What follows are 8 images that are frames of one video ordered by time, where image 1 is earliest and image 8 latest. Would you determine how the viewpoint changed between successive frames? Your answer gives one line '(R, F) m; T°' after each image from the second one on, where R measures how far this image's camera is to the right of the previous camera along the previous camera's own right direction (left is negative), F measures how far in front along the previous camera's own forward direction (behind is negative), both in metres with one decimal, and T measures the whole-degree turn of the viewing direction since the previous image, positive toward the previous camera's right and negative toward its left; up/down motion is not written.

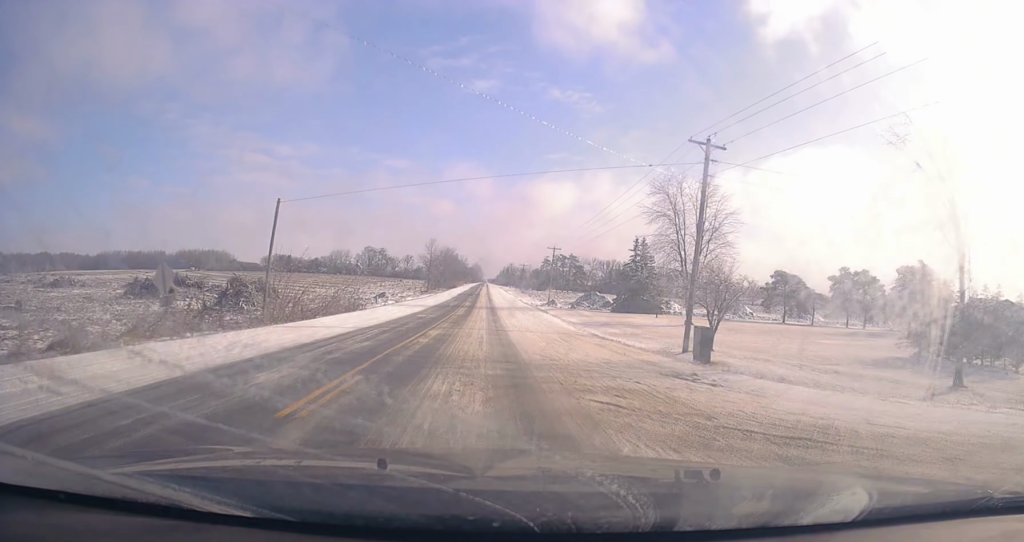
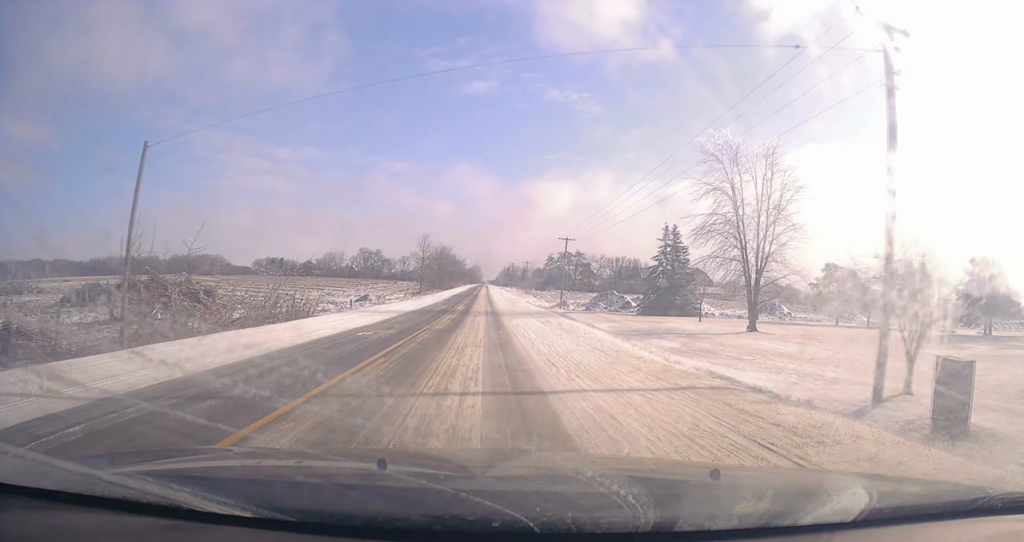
(0.0, +15.1) m; 0°
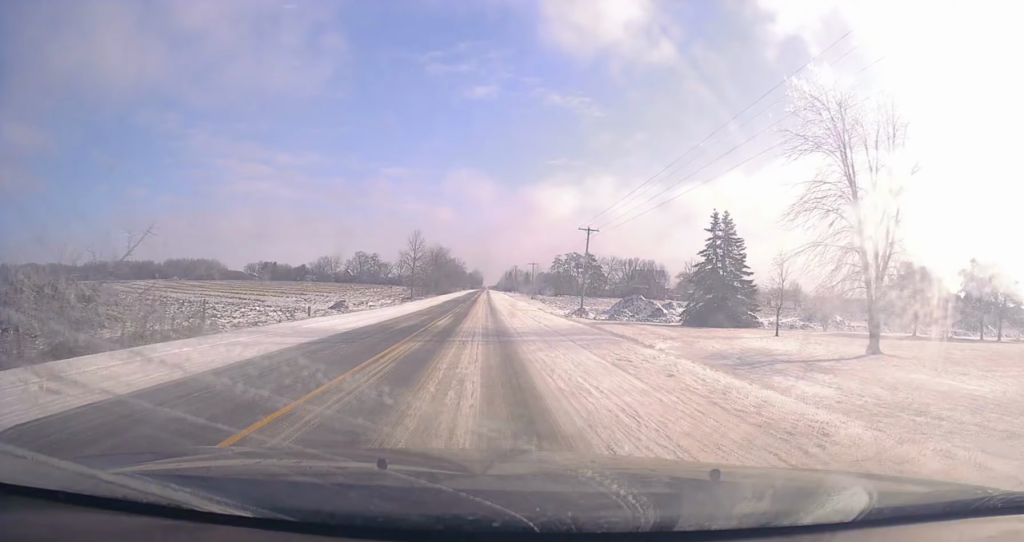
(0.0, +16.2) m; 0°
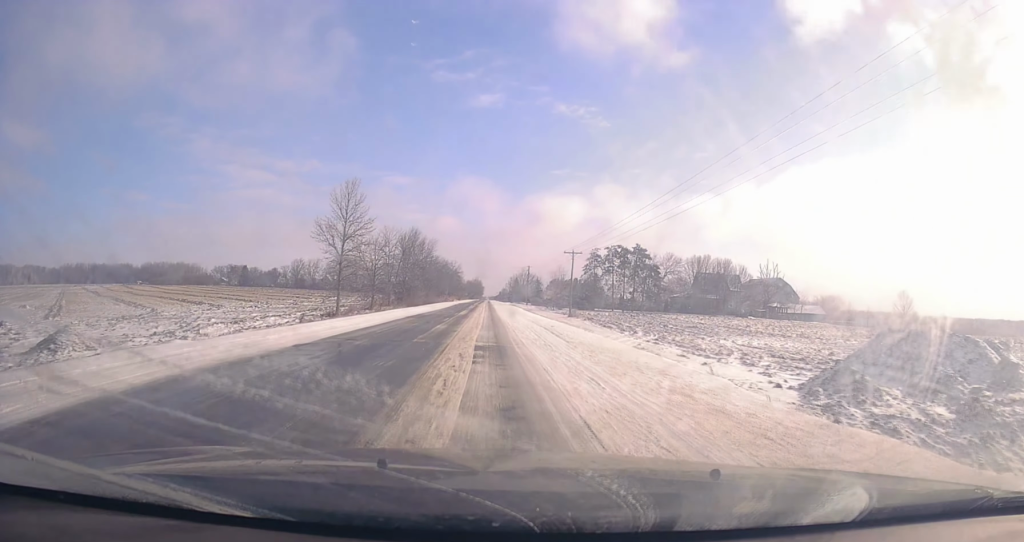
(0.0, +54.9) m; -1°
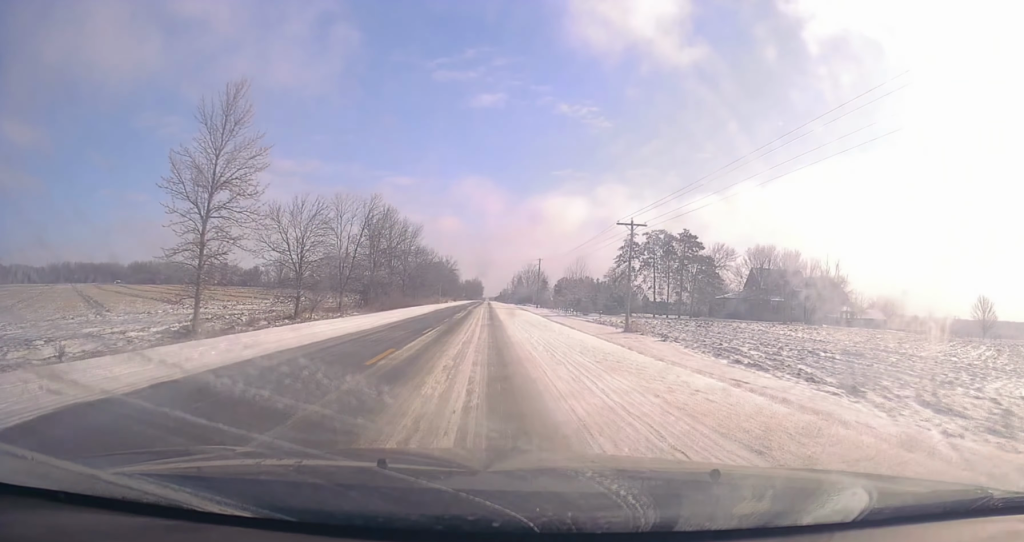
(-0.4, +27.7) m; +1°
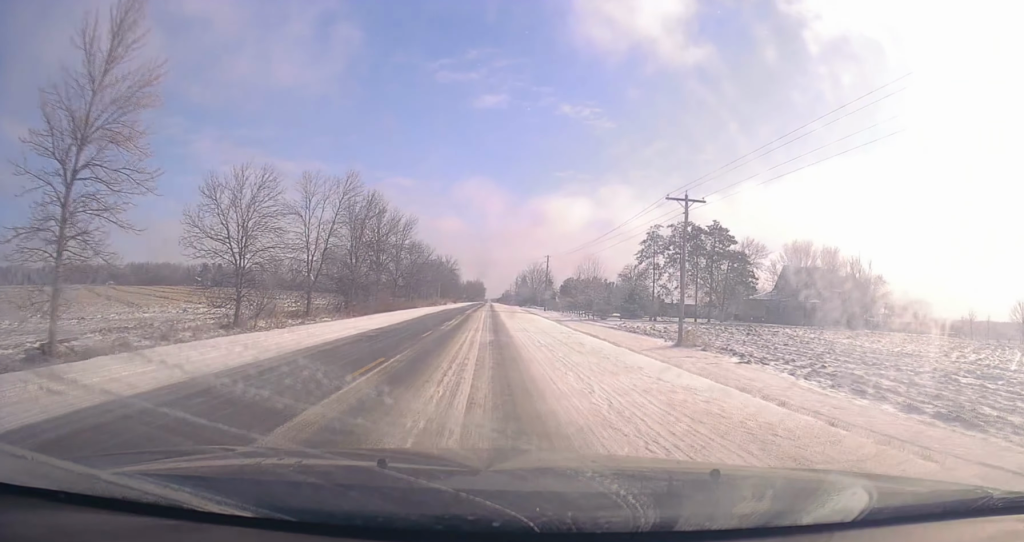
(0.0, +10.3) m; 0°
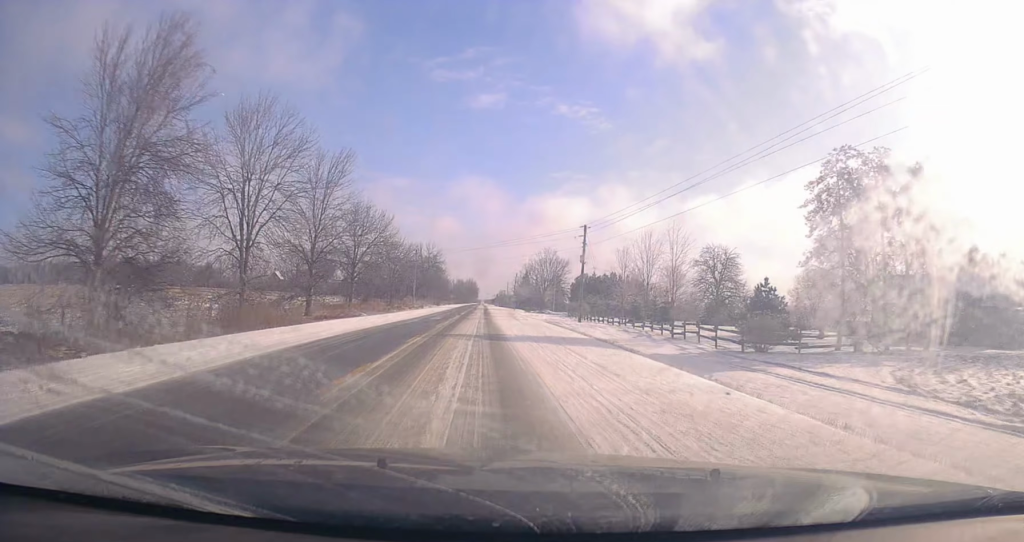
(+0.7, +41.3) m; 0°
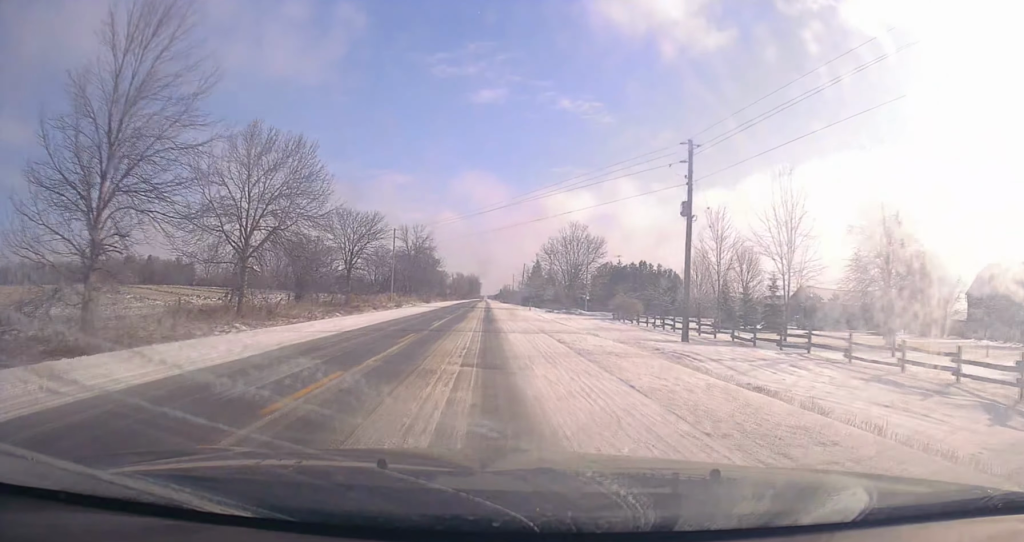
(-0.1, +28.7) m; +1°
